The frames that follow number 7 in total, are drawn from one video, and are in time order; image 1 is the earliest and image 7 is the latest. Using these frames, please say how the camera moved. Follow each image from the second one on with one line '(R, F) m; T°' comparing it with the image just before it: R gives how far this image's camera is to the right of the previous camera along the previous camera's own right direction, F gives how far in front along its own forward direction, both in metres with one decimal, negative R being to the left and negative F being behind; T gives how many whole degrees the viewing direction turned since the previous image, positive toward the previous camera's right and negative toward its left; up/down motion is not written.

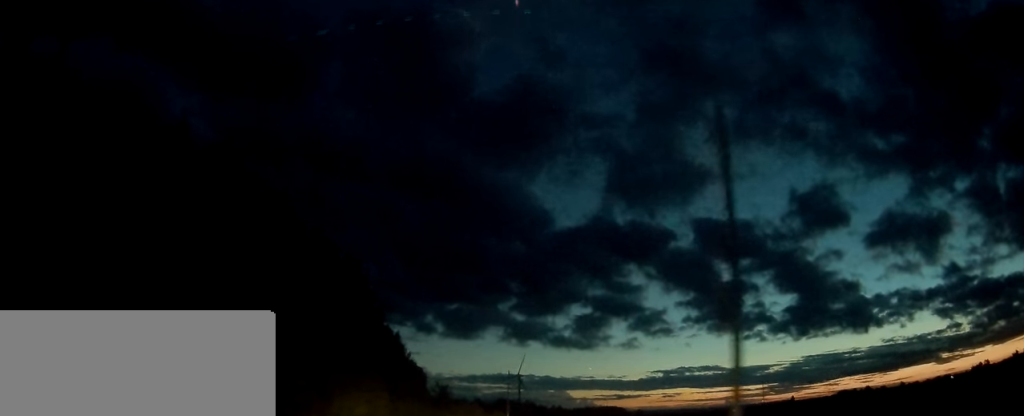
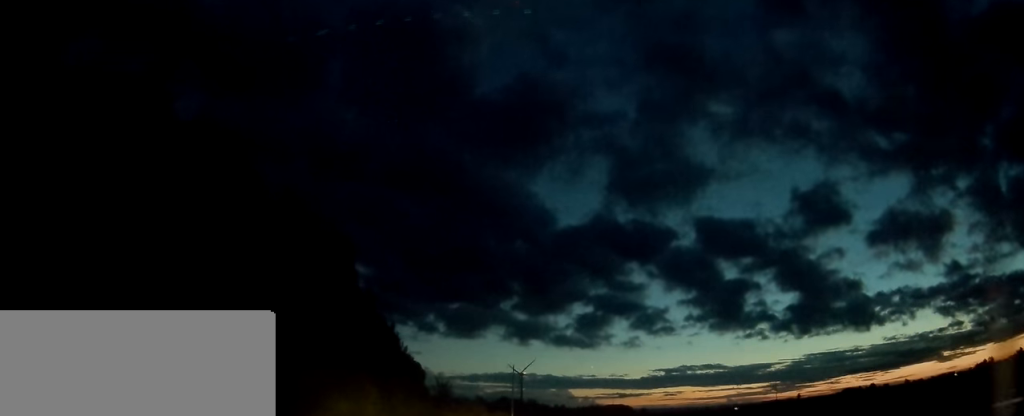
(0.0, +8.1) m; 0°
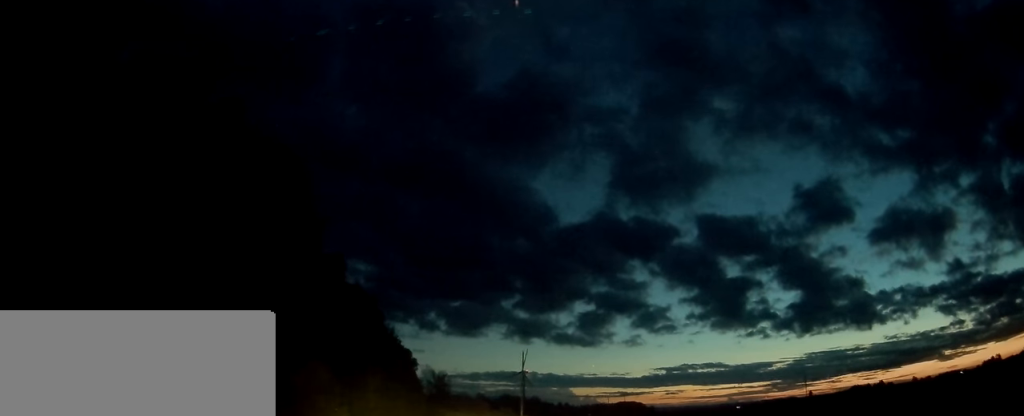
(+0.1, +18.6) m; 0°
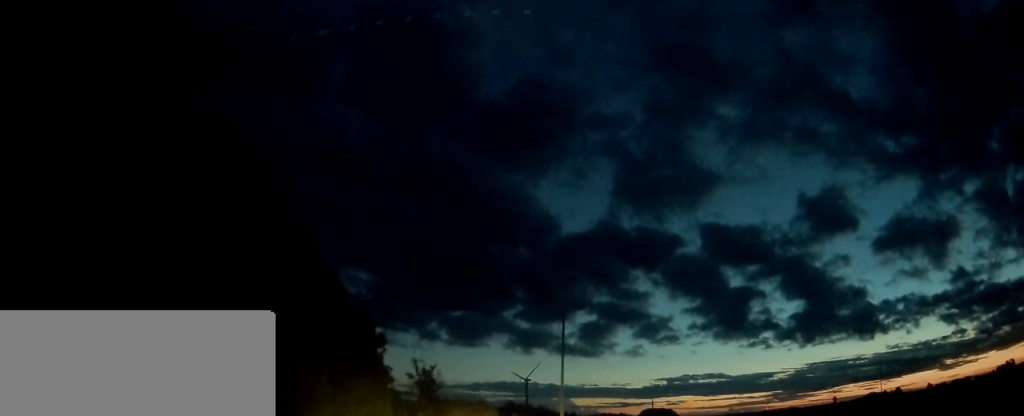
(-0.8, +37.0) m; -1°
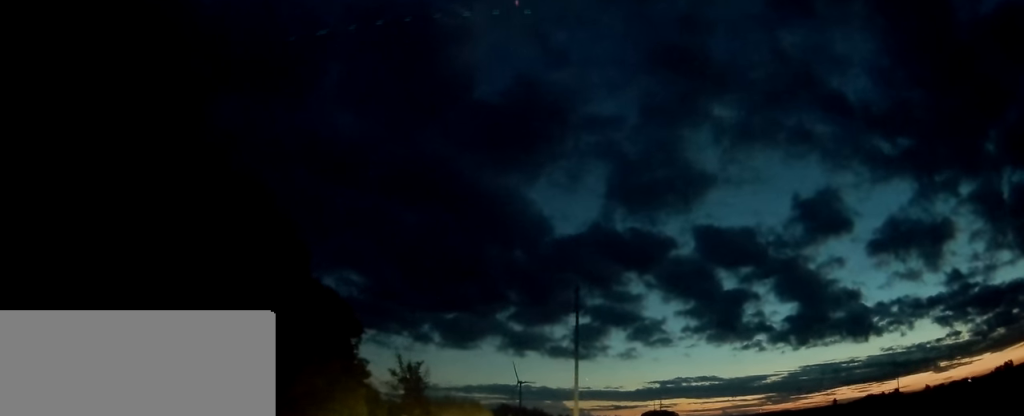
(0.0, +9.7) m; +1°
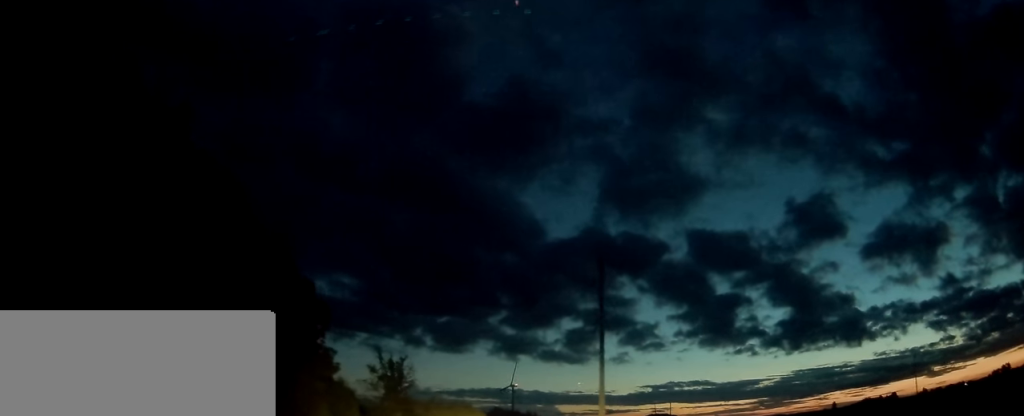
(+0.2, +9.4) m; +1°
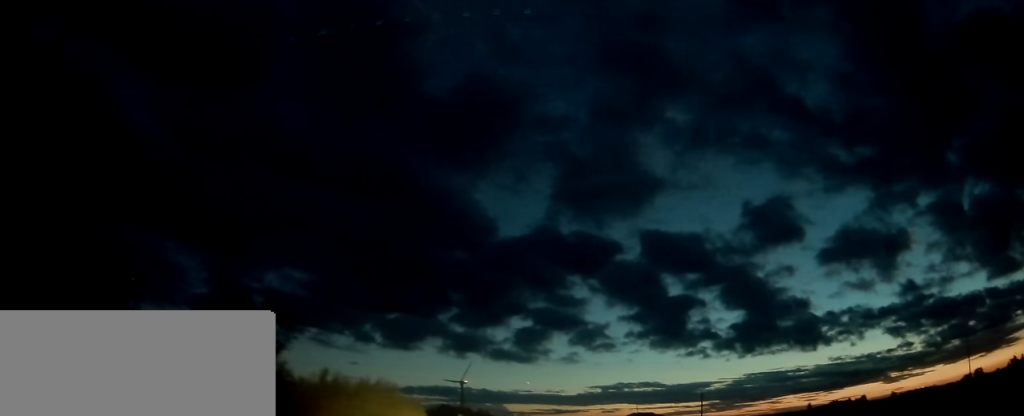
(+1.4, +31.8) m; +6°
